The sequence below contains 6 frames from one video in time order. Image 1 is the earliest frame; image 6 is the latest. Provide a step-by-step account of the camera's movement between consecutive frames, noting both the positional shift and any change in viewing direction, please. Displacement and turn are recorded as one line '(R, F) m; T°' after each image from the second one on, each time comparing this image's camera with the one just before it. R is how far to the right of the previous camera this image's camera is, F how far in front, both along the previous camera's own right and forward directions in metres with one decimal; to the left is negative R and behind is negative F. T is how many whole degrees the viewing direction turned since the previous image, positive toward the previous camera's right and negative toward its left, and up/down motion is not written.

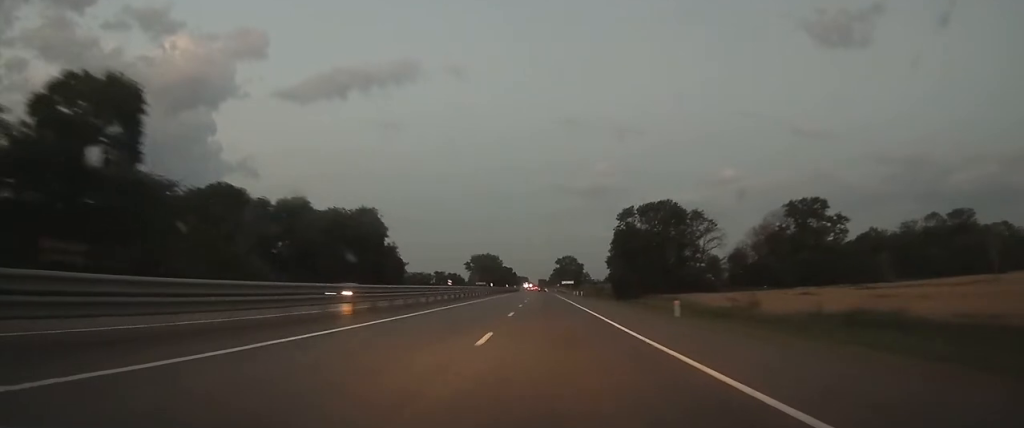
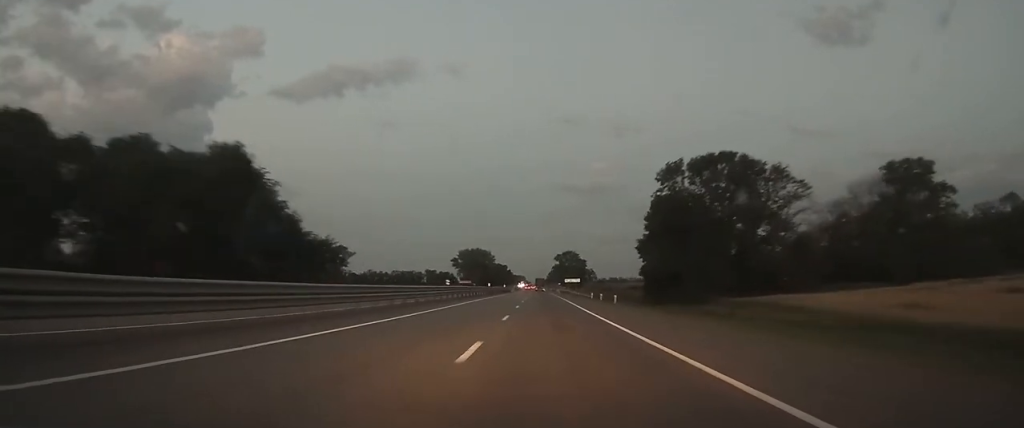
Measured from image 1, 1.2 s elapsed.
(0.0, +38.6) m; 0°
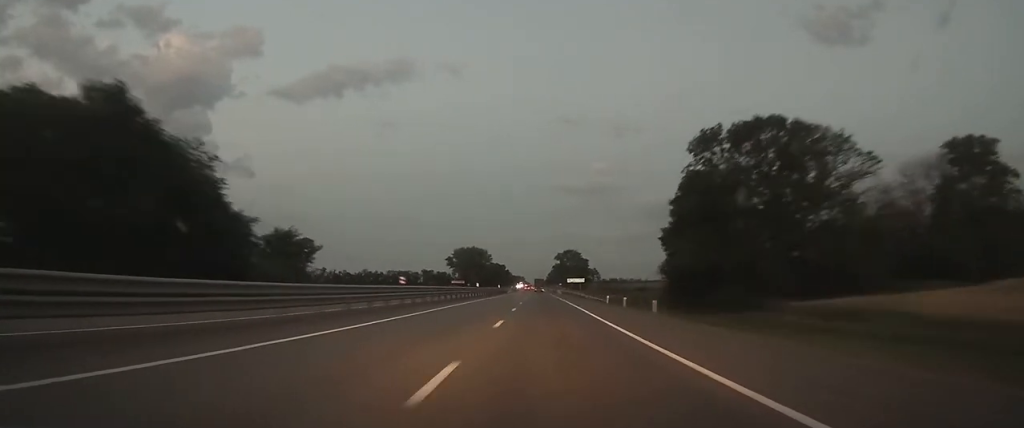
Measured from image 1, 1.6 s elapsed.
(0.0, +15.2) m; 0°
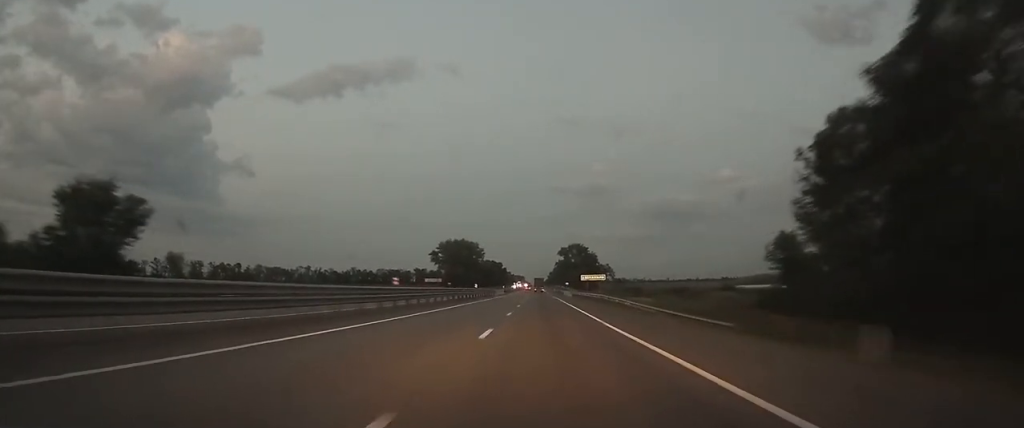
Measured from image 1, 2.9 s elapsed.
(+0.1, +39.9) m; 0°
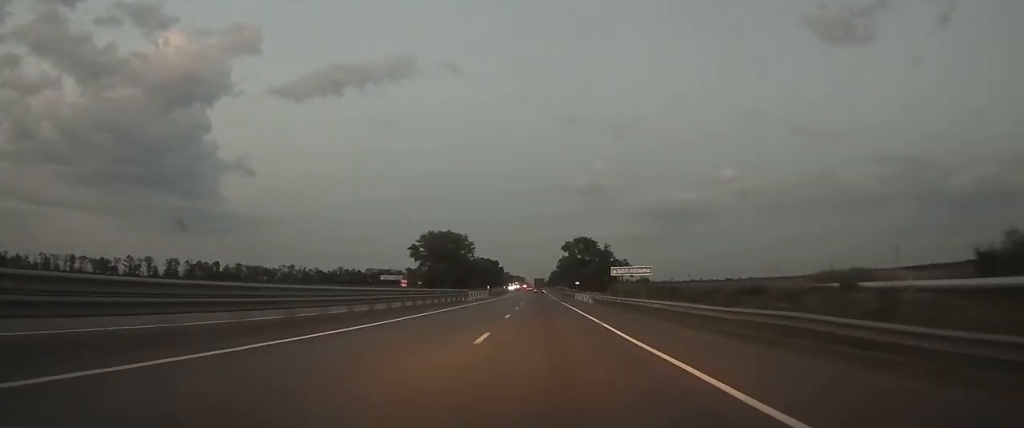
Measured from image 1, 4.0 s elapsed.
(0.0, +36.6) m; 0°
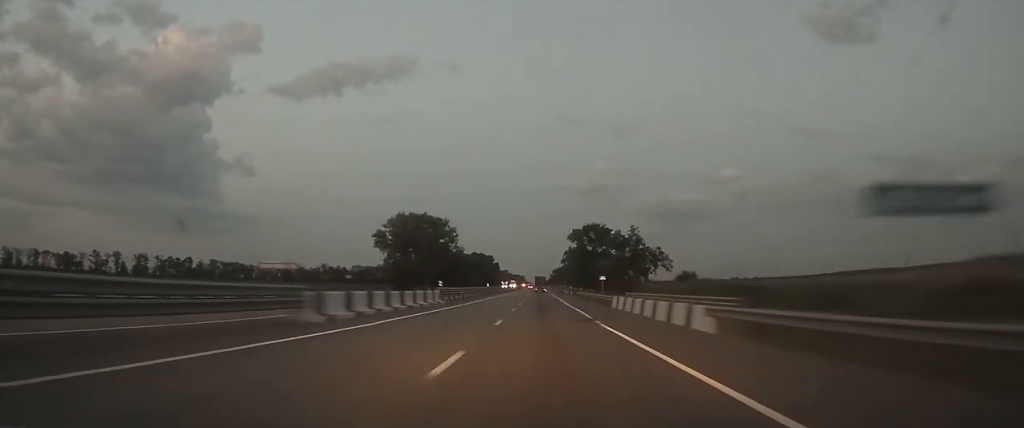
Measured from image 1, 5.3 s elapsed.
(+0.1, +41.1) m; 0°
